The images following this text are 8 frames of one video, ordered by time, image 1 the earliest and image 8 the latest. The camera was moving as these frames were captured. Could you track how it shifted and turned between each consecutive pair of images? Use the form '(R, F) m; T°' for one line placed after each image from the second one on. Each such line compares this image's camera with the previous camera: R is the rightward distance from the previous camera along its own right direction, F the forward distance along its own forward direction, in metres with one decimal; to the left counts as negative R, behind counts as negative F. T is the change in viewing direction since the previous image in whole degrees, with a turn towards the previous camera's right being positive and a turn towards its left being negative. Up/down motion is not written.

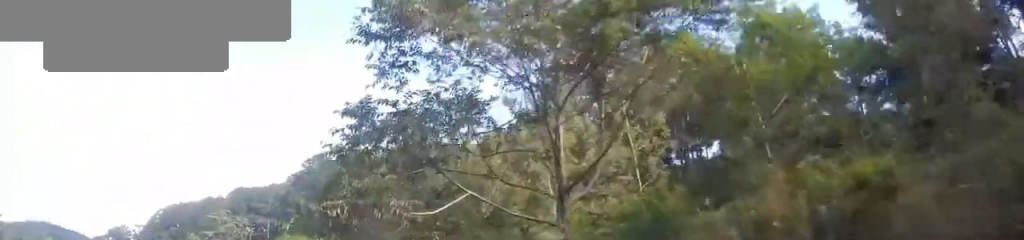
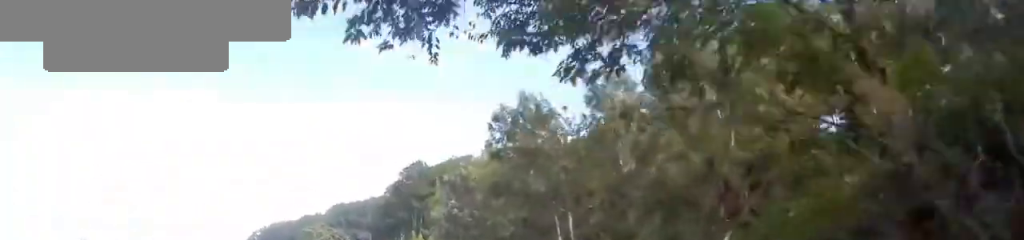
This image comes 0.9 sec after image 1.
(-0.6, +8.0) m; -27°
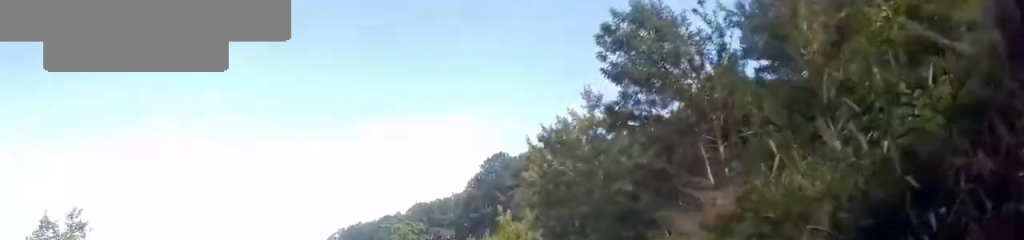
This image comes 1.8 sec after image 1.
(-3.5, +8.4) m; -10°
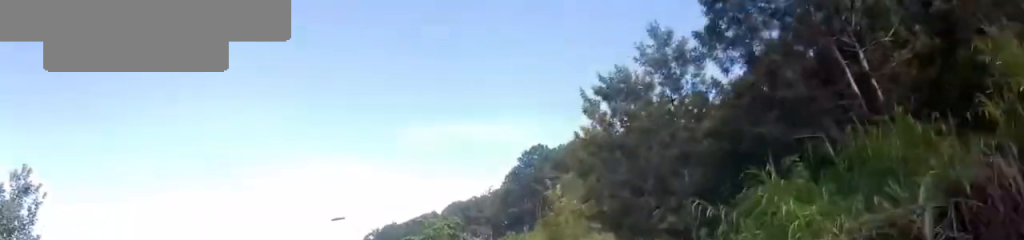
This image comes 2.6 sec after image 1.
(+1.3, +6.9) m; +17°
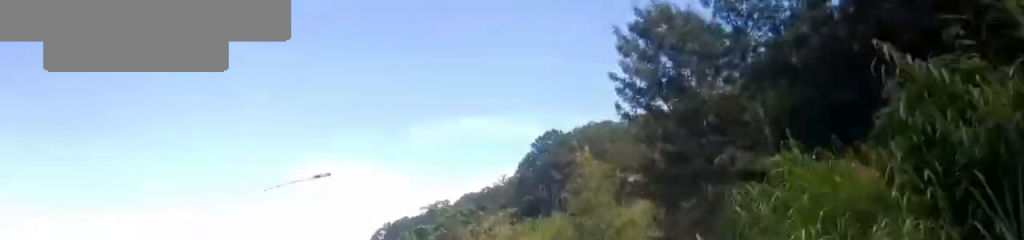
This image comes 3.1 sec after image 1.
(+0.6, +5.2) m; +6°
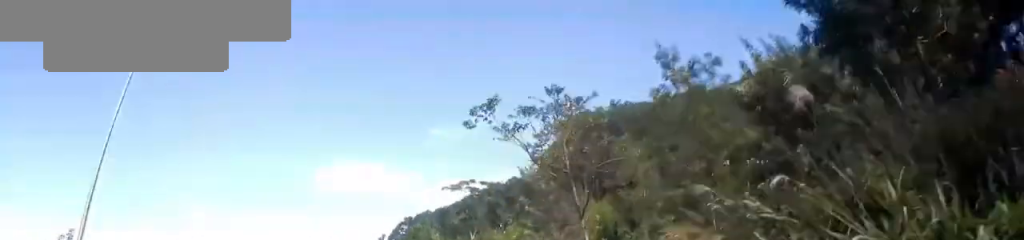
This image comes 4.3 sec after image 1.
(+0.2, +11.2) m; -11°
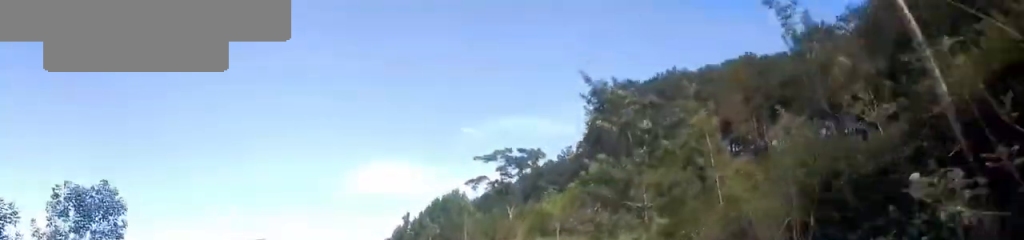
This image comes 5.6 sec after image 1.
(-2.0, +12.1) m; -11°
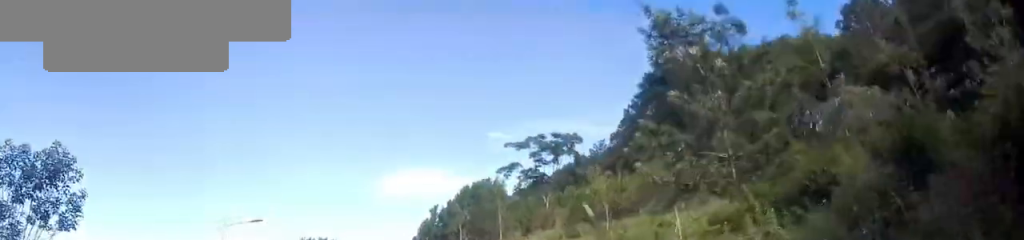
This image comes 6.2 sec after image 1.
(-0.1, +5.9) m; -3°
